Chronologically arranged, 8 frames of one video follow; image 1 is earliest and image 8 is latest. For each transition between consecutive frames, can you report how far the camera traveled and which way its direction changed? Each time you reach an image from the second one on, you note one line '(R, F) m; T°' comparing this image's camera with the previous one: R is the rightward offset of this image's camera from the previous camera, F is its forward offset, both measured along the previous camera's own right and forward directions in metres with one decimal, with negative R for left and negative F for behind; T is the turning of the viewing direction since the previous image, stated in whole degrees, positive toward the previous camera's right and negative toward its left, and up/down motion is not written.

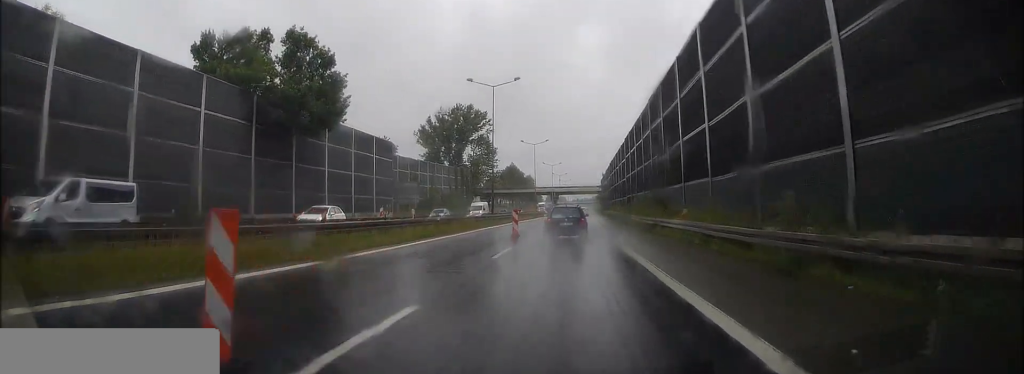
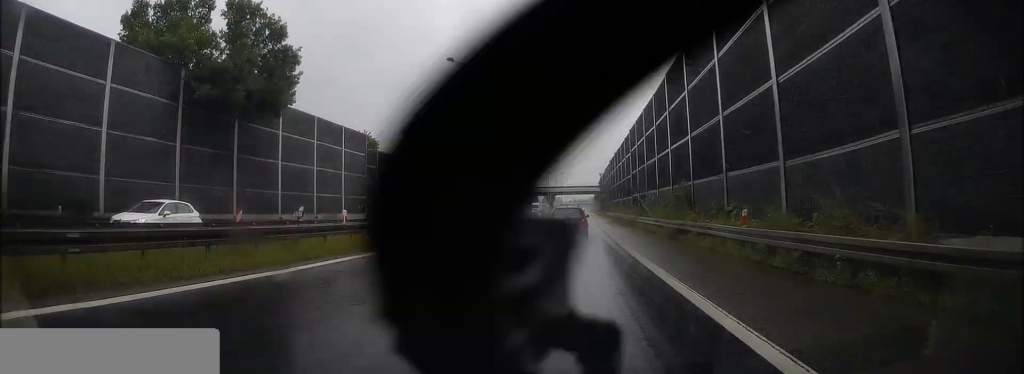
(0.0, +7.9) m; +1°
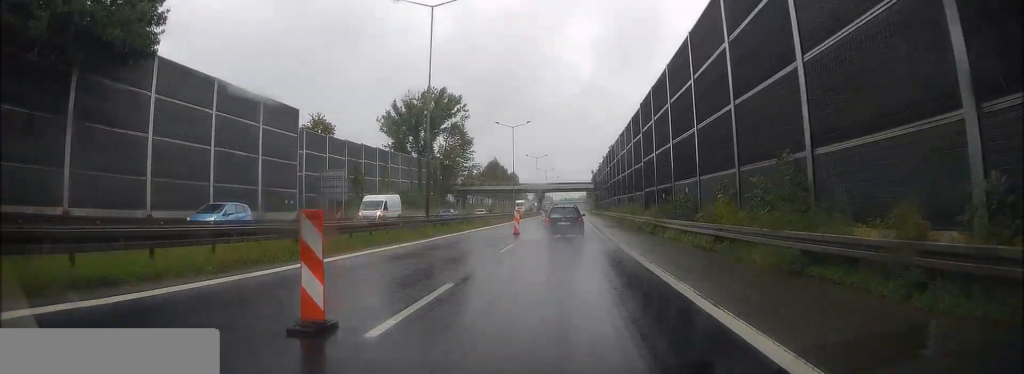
(+0.1, +13.6) m; 0°
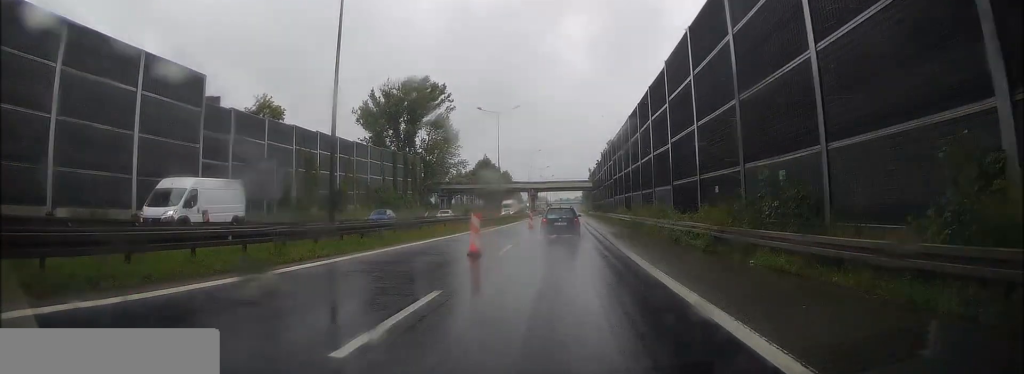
(0.0, +12.7) m; 0°
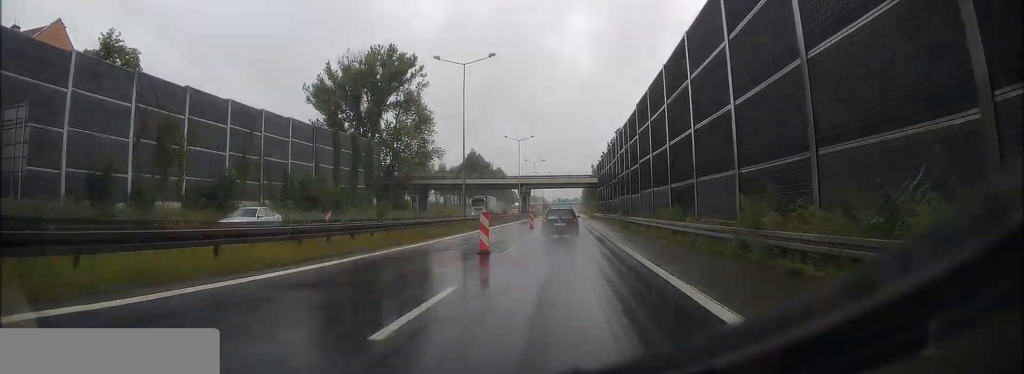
(+0.2, +23.4) m; +1°
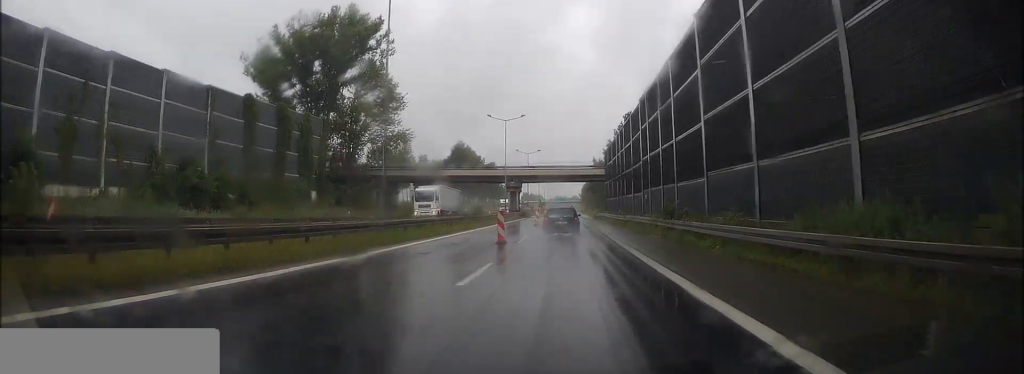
(0.0, +19.6) m; 0°
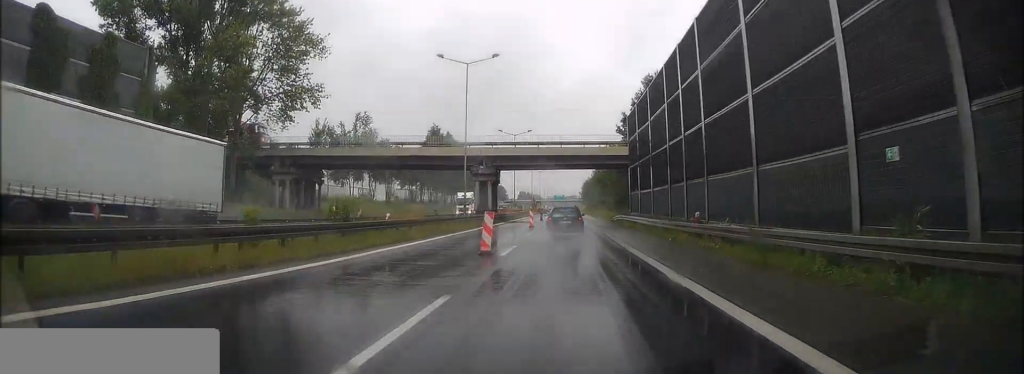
(-0.1, +29.2) m; 0°
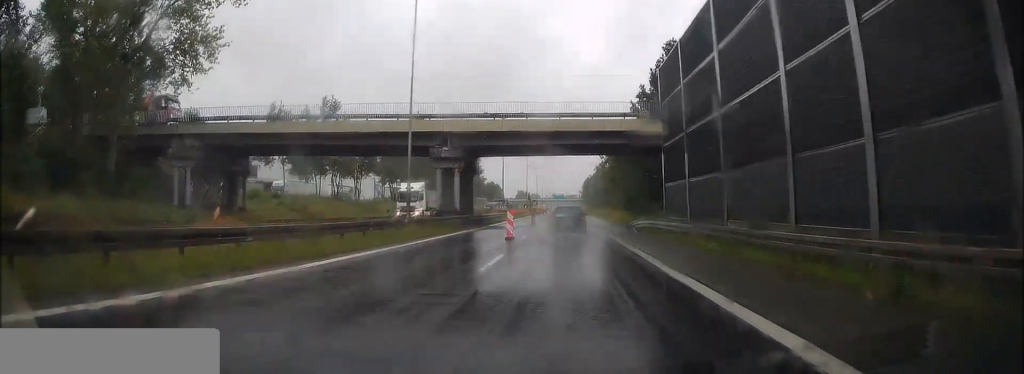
(+0.1, +16.1) m; +1°
